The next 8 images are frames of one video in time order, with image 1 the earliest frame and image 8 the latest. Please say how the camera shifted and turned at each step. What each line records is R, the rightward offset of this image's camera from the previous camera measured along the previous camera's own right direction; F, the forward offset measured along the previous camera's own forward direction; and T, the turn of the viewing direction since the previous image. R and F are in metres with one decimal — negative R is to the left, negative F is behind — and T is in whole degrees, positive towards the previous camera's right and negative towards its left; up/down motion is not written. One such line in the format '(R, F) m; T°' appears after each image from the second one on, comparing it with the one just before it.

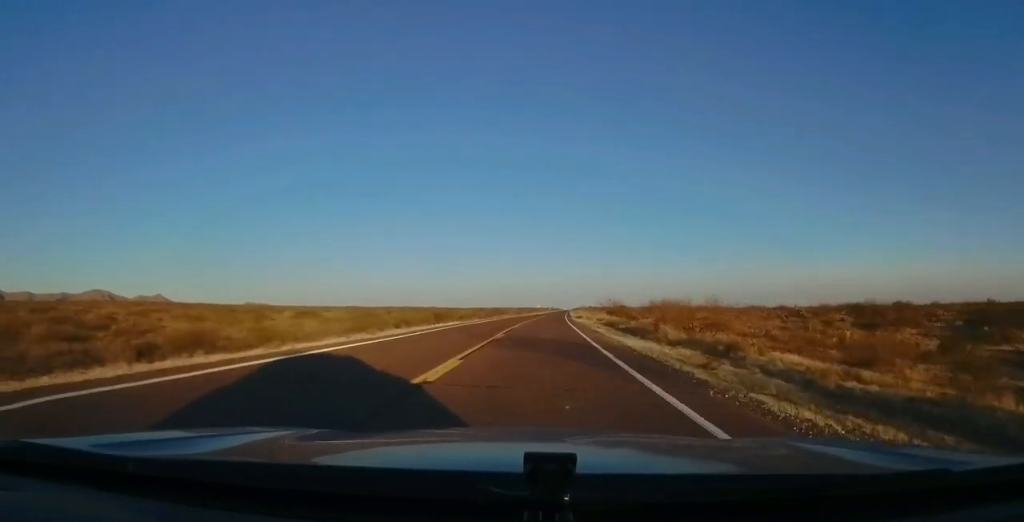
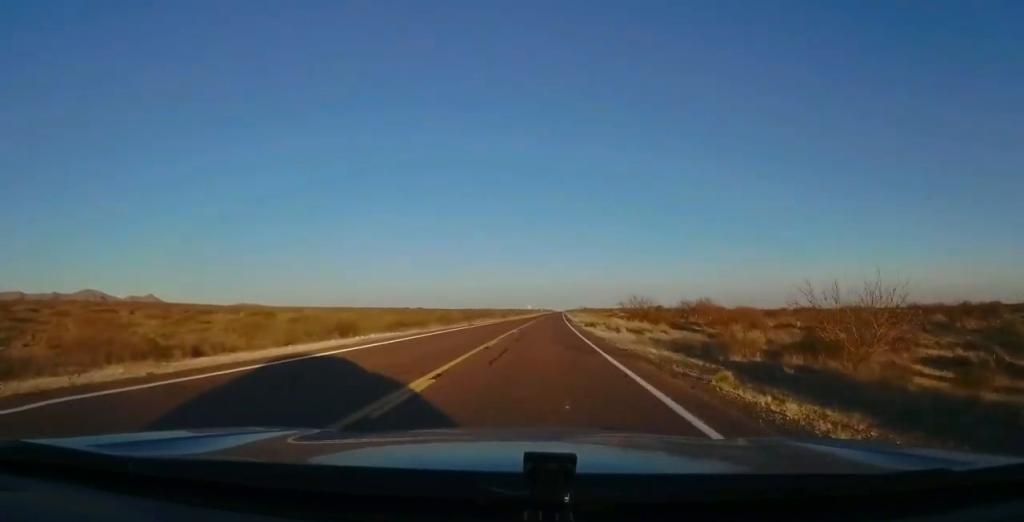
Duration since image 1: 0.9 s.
(+0.9, +27.4) m; +2°
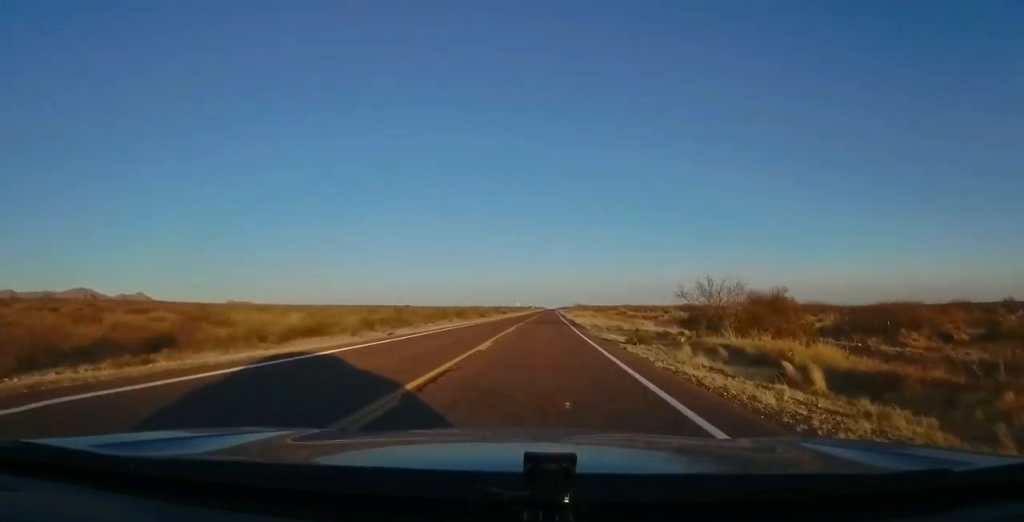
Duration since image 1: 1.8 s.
(0.0, +26.5) m; 0°
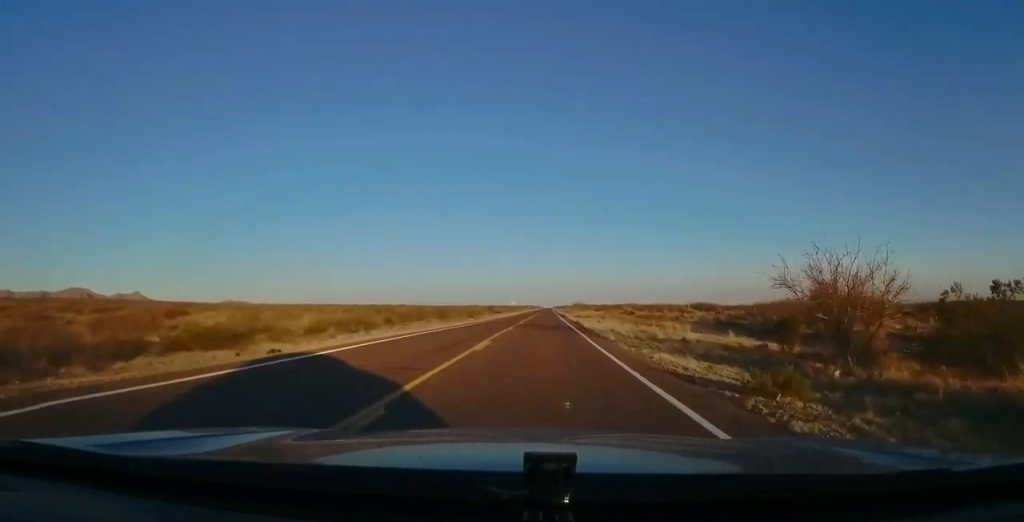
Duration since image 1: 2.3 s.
(0.0, +12.7) m; 0°
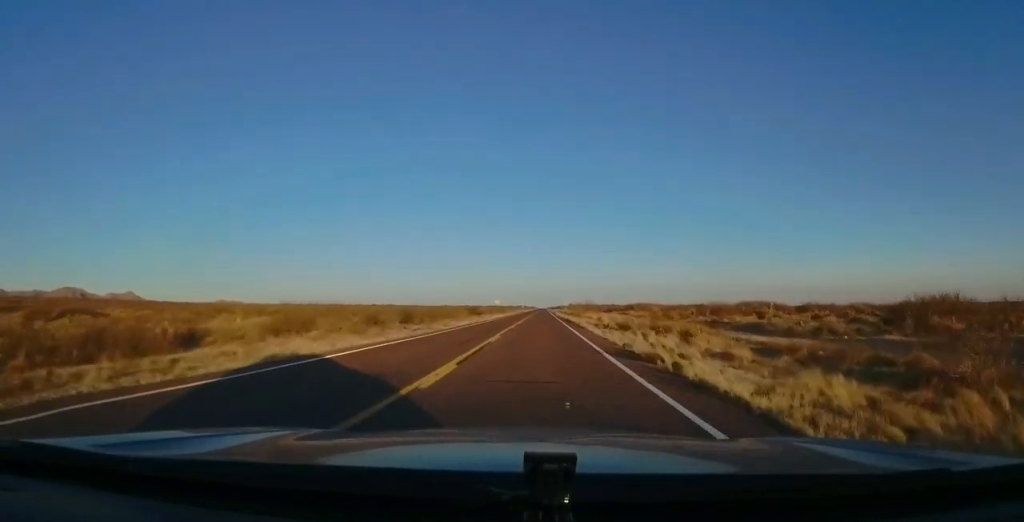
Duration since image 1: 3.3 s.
(+0.3, +31.3) m; +1°
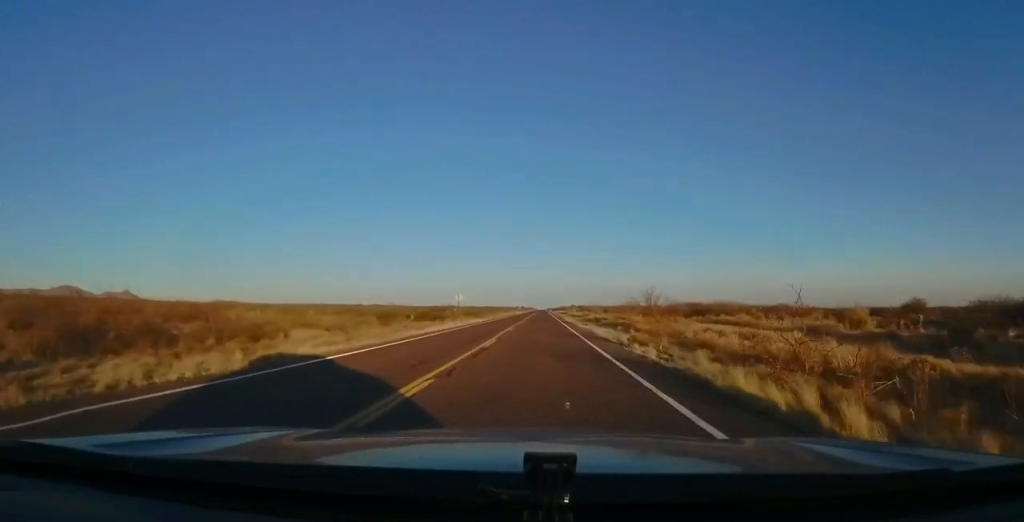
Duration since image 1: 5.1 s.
(+0.4, +50.8) m; 0°
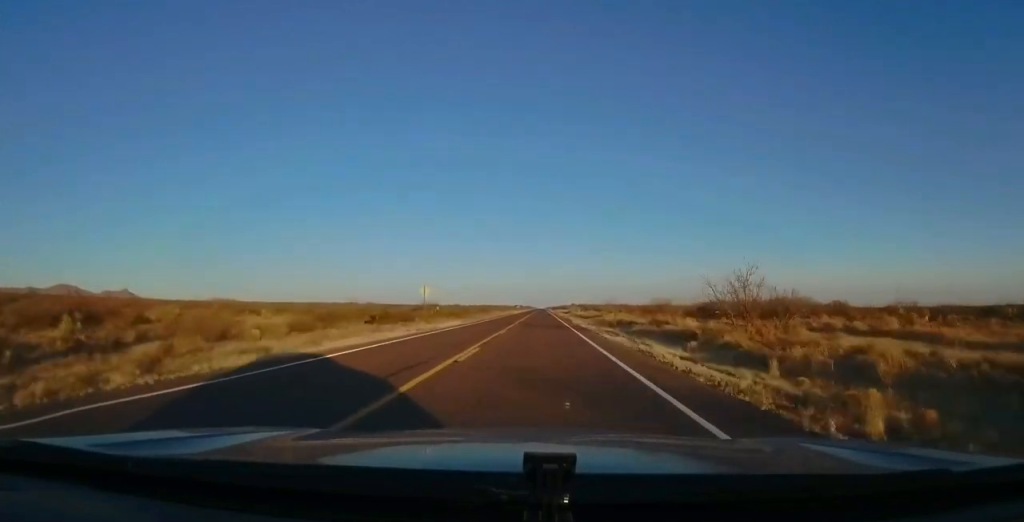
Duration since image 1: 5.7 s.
(-0.4, +17.6) m; 0°
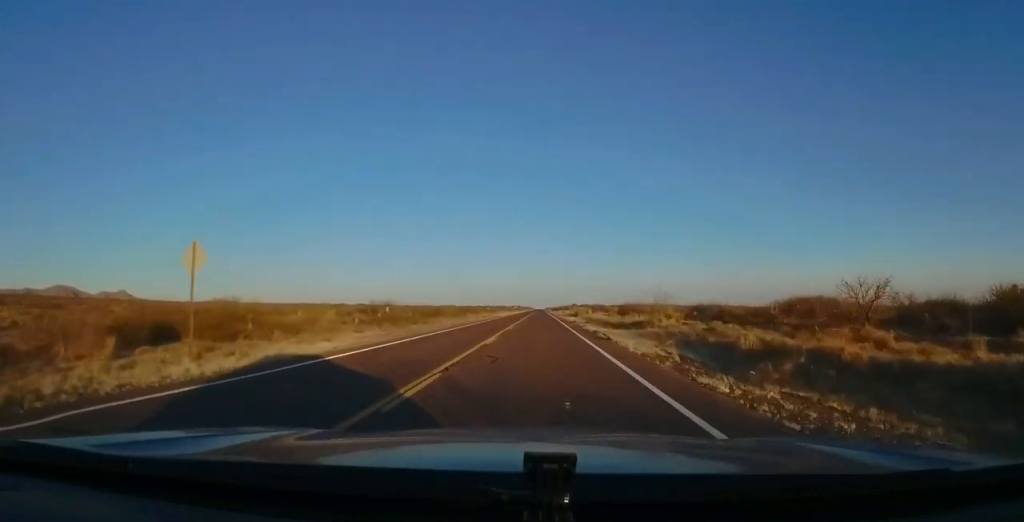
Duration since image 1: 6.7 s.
(+0.5, +30.3) m; +1°
